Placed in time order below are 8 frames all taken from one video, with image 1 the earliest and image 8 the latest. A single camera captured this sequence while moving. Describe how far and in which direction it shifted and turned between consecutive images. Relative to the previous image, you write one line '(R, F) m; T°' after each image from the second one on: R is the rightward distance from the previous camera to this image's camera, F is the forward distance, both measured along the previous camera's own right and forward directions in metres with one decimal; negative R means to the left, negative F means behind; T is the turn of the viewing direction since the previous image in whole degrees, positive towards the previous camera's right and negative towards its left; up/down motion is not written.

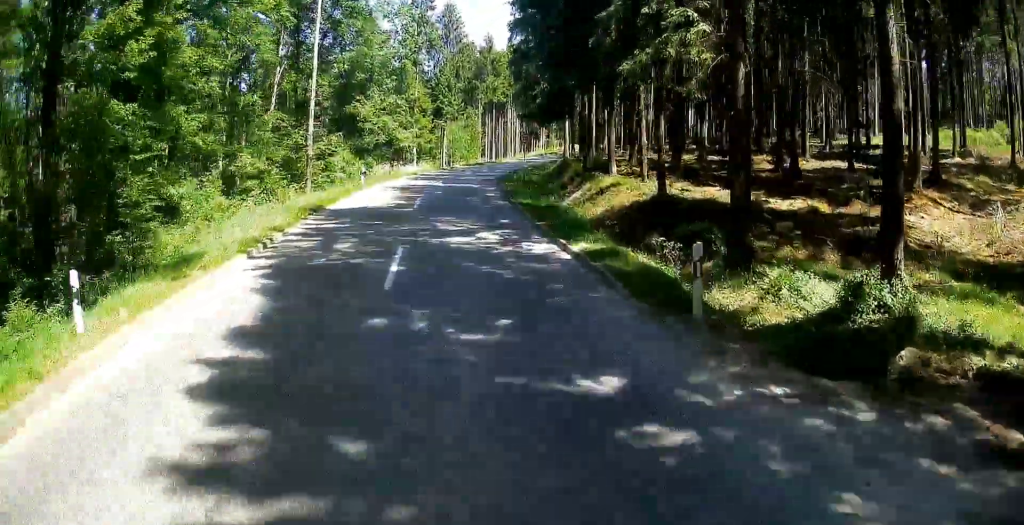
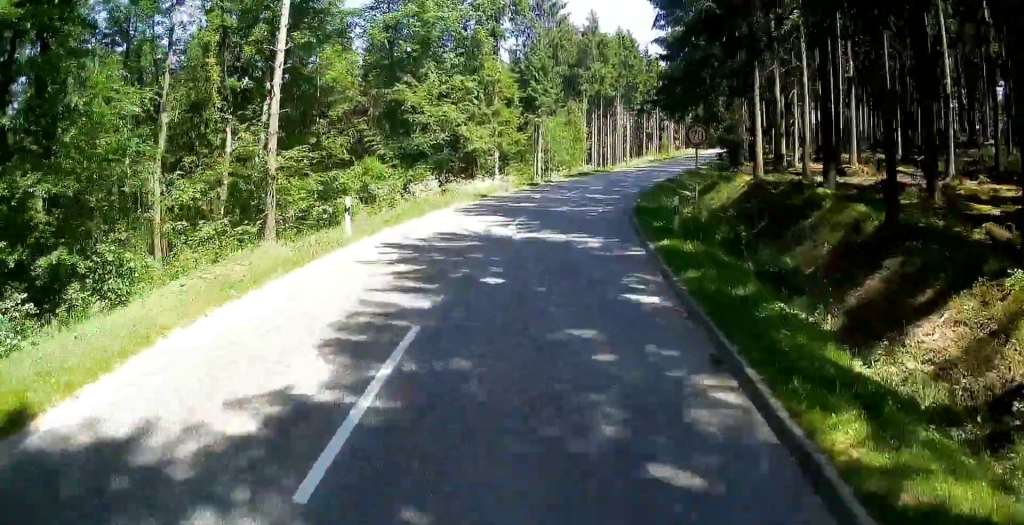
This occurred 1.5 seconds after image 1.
(-1.4, +17.1) m; -11°
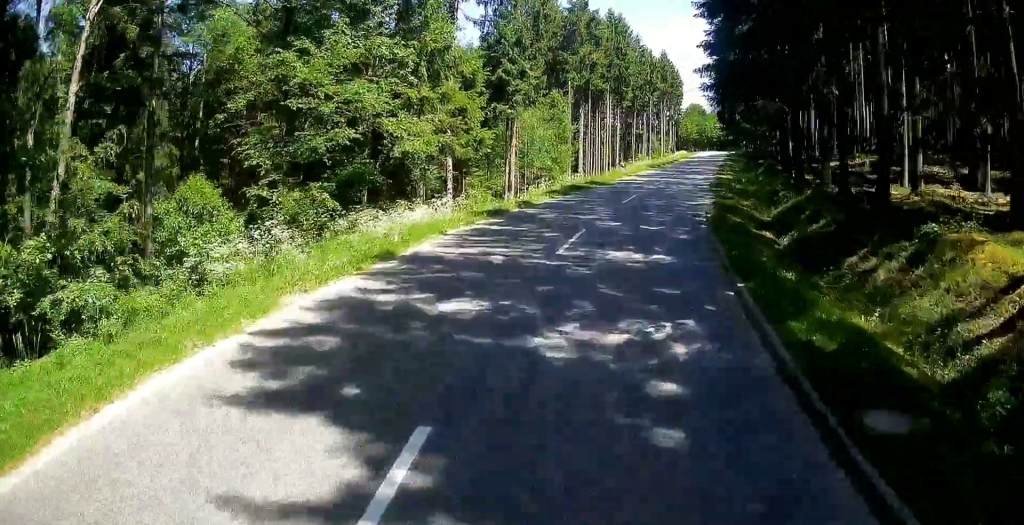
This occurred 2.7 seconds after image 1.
(-1.1, +13.0) m; -6°
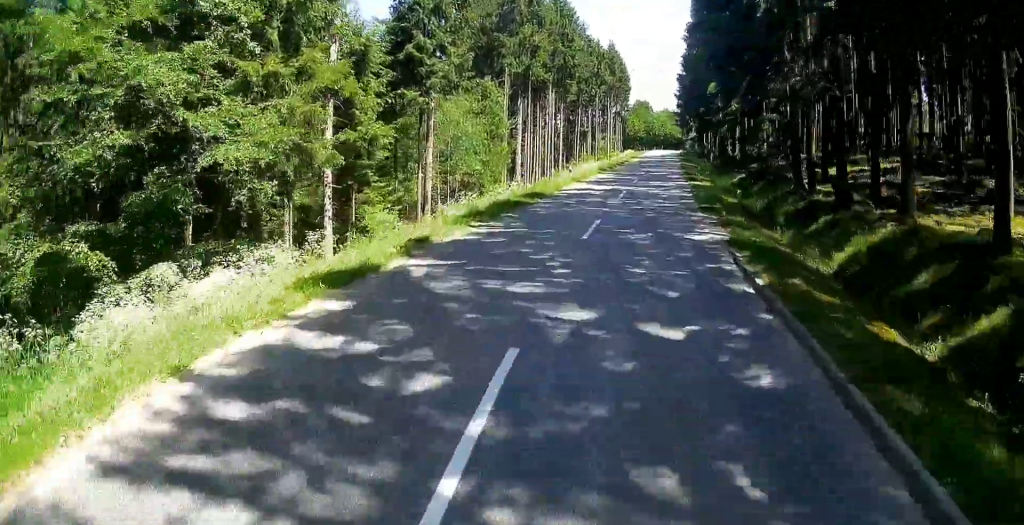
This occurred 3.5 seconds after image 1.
(-0.1, +9.0) m; -1°
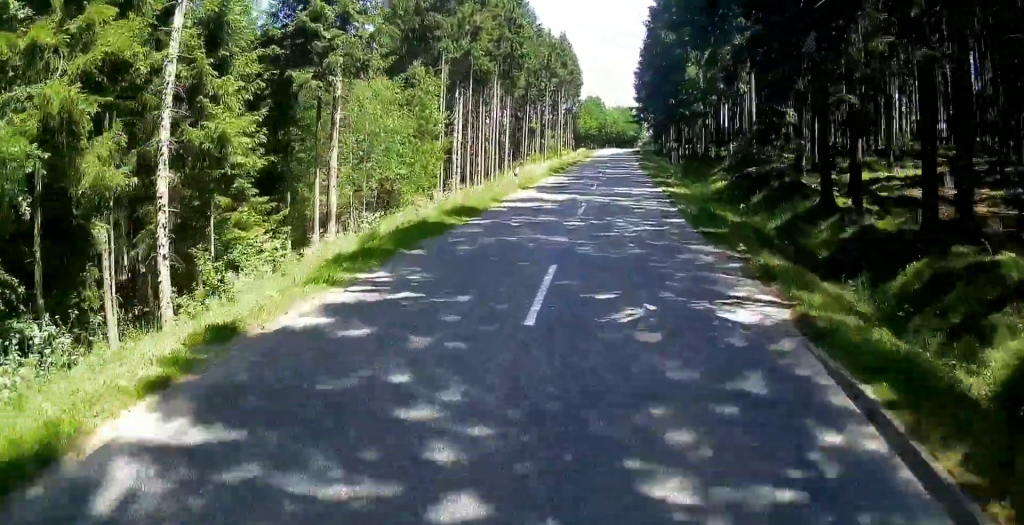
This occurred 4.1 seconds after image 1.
(-0.1, +6.9) m; 0°
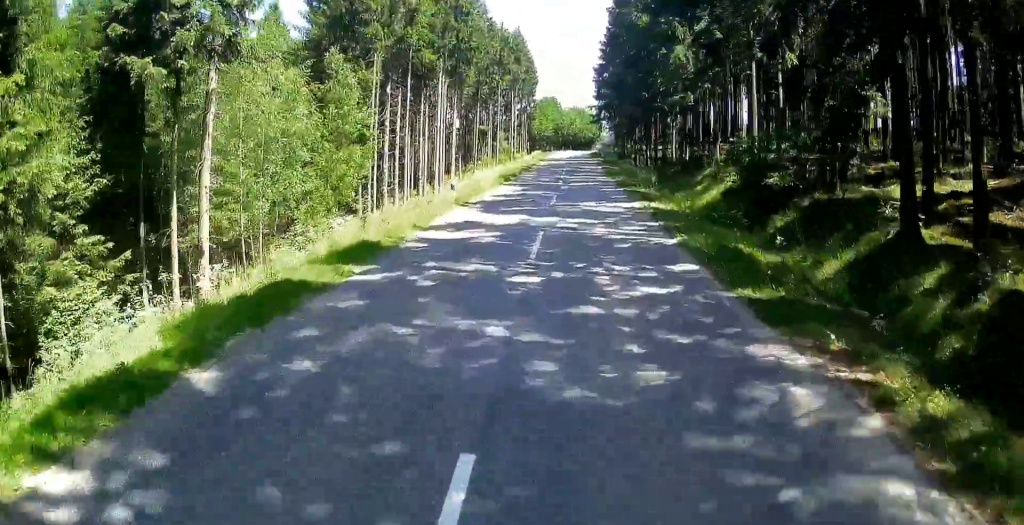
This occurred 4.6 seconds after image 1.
(0.0, +6.6) m; +2°
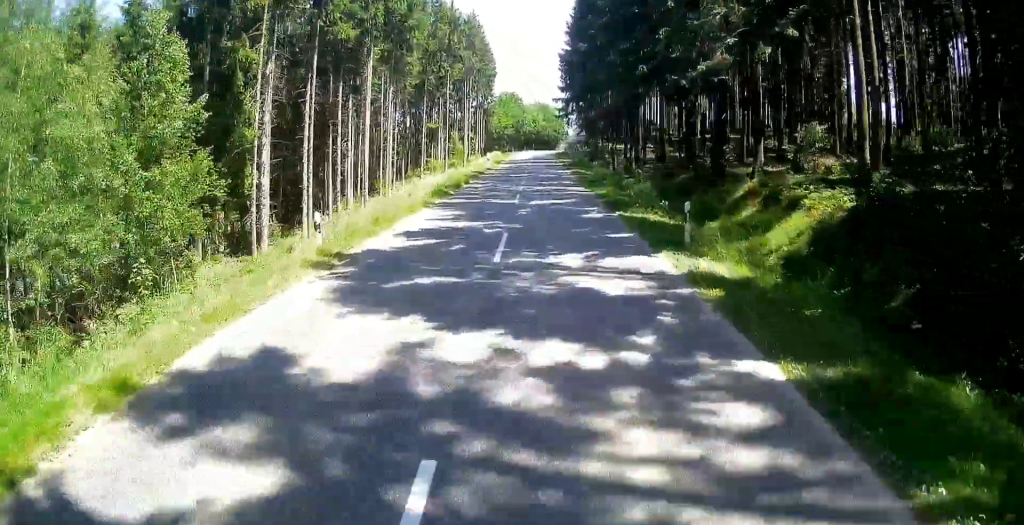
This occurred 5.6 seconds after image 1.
(+0.4, +11.3) m; +5°
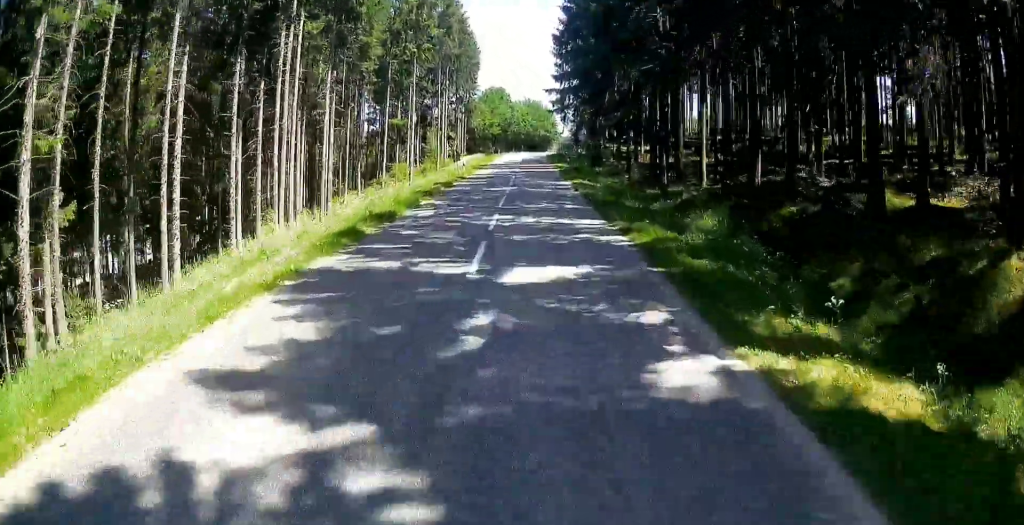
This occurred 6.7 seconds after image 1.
(+0.7, +12.3) m; +4°
